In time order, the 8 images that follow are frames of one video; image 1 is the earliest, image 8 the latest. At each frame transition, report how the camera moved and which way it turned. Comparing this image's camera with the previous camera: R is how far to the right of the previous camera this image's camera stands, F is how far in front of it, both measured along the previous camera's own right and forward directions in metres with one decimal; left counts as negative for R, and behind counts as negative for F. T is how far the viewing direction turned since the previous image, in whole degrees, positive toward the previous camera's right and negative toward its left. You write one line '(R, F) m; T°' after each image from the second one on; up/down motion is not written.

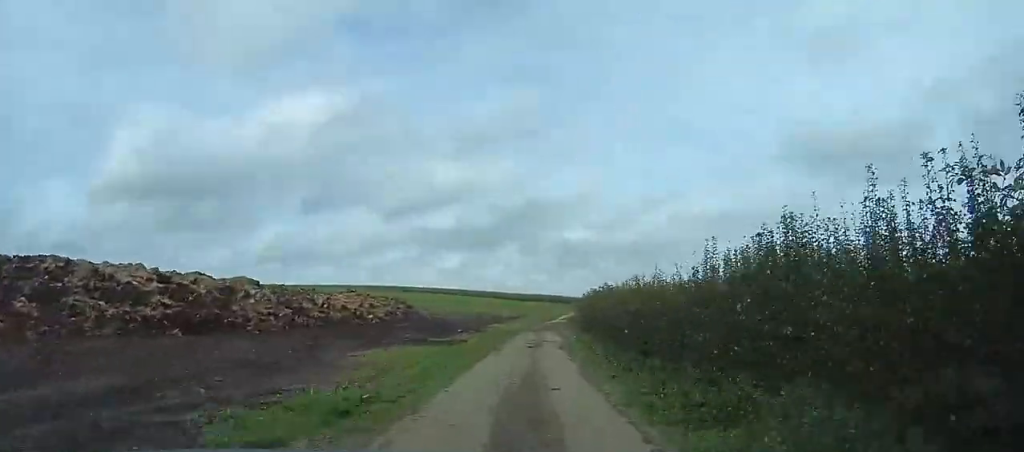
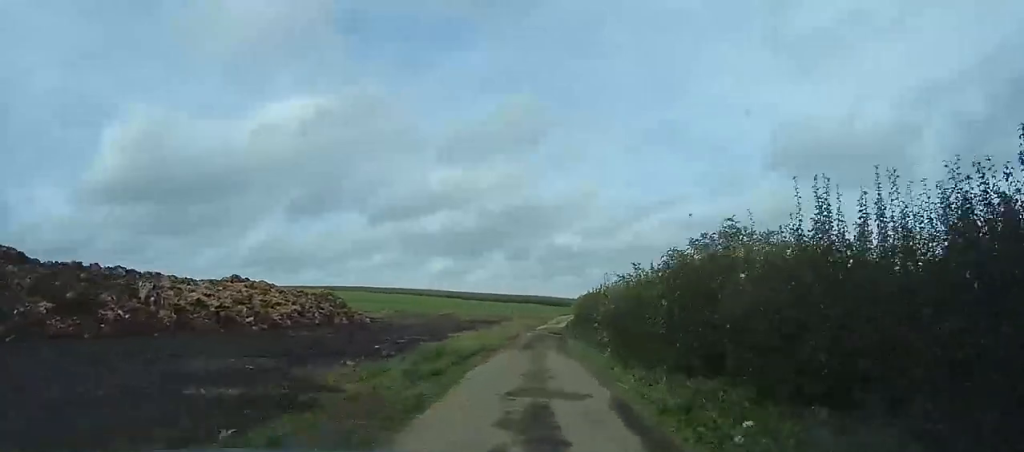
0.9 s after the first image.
(0.0, +15.6) m; 0°
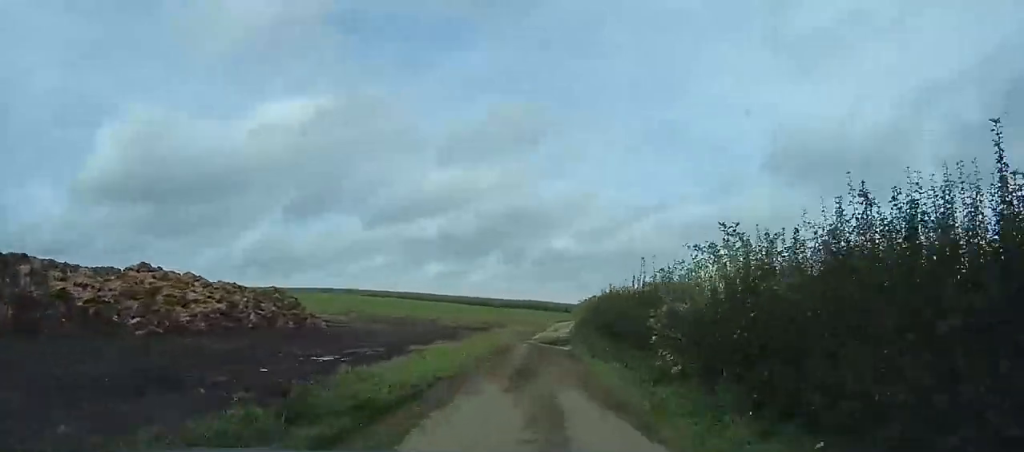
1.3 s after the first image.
(0.0, +7.5) m; 0°
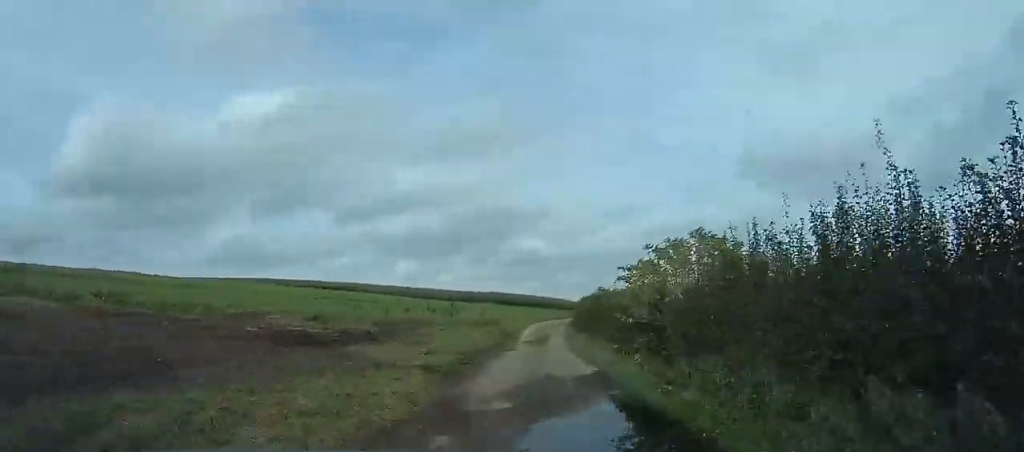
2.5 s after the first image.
(0.0, +24.1) m; 0°
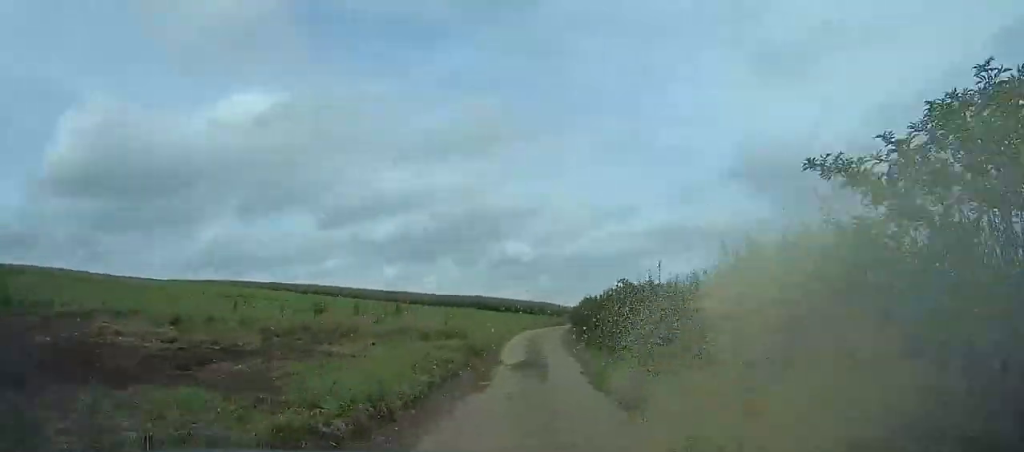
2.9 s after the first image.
(0.0, +7.7) m; +1°
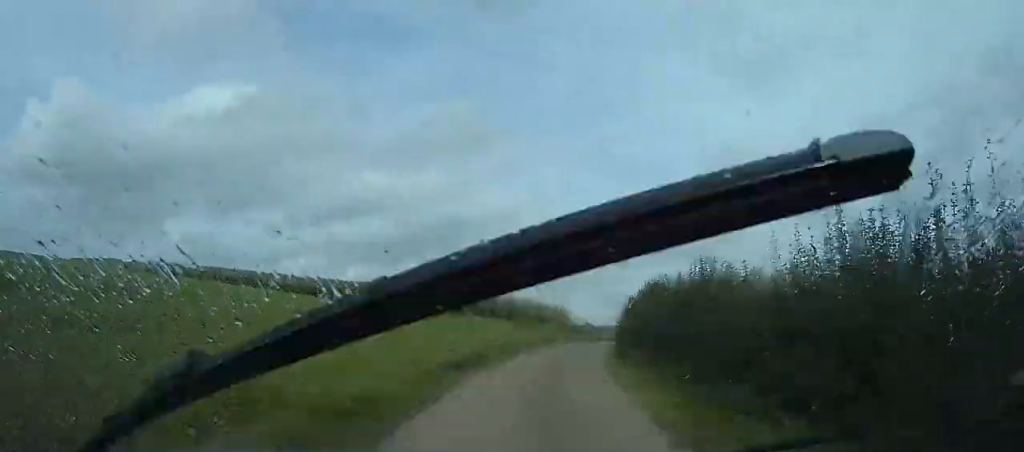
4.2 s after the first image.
(+1.2, +24.6) m; +8°
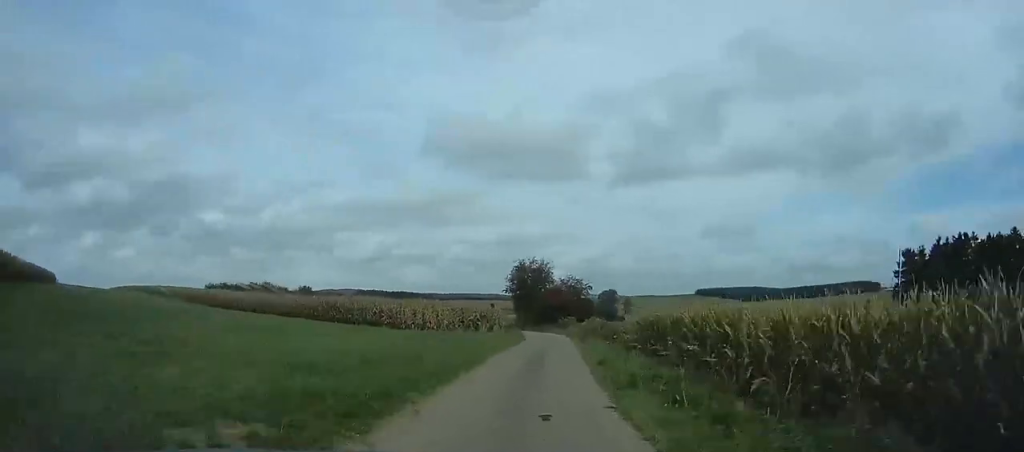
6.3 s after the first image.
(+5.0, +37.6) m; +19°
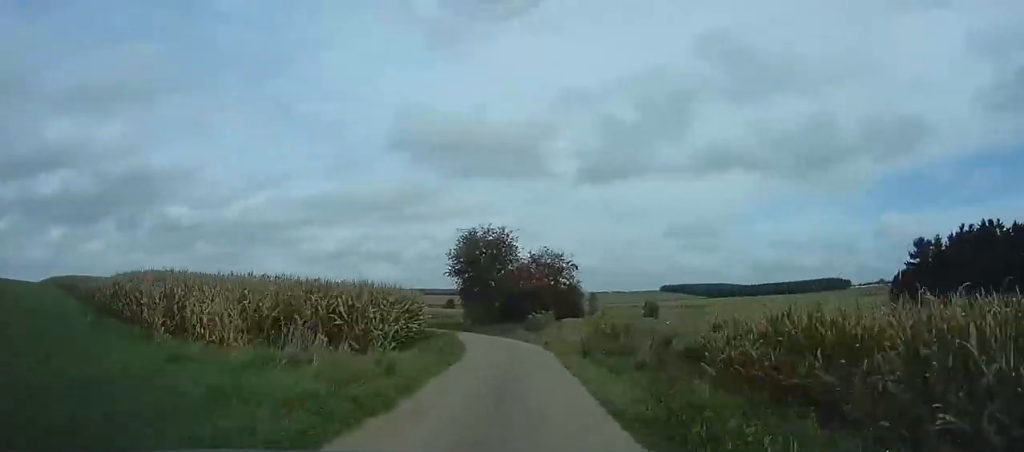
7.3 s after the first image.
(+2.1, +16.7) m; +9°
